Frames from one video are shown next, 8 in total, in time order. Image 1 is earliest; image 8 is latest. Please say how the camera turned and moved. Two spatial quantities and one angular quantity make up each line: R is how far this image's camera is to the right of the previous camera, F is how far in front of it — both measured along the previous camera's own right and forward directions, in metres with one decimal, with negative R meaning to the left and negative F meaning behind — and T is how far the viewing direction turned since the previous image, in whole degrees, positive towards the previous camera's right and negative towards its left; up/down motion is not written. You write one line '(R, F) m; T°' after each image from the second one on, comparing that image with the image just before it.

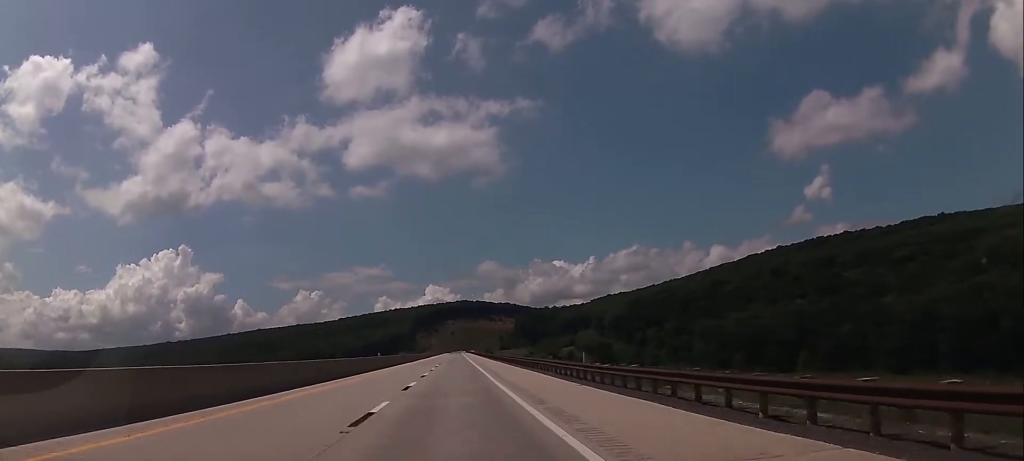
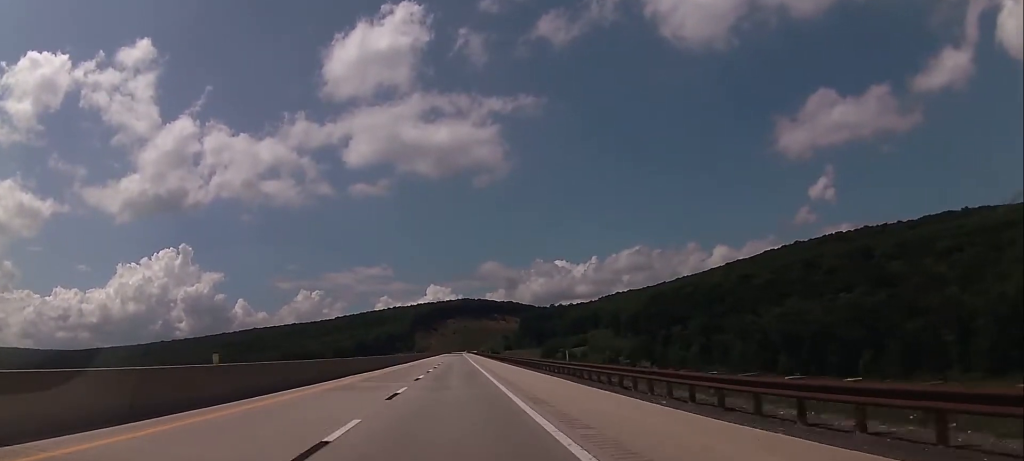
(-0.5, +41.6) m; -1°
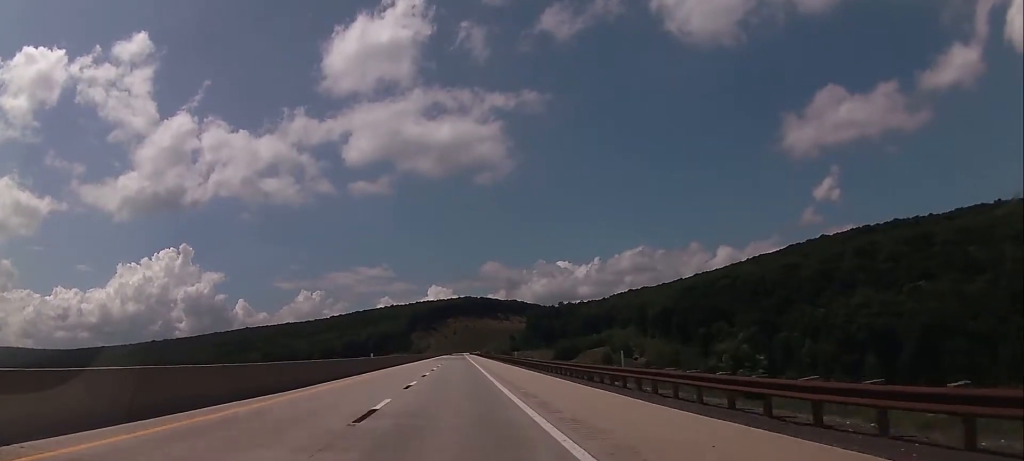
(+0.4, +55.7) m; +1°
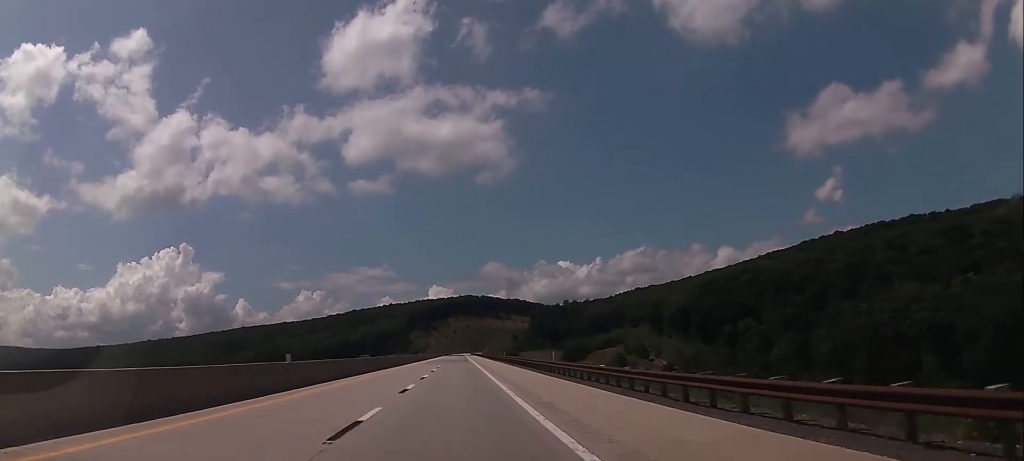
(0.0, +27.3) m; 0°
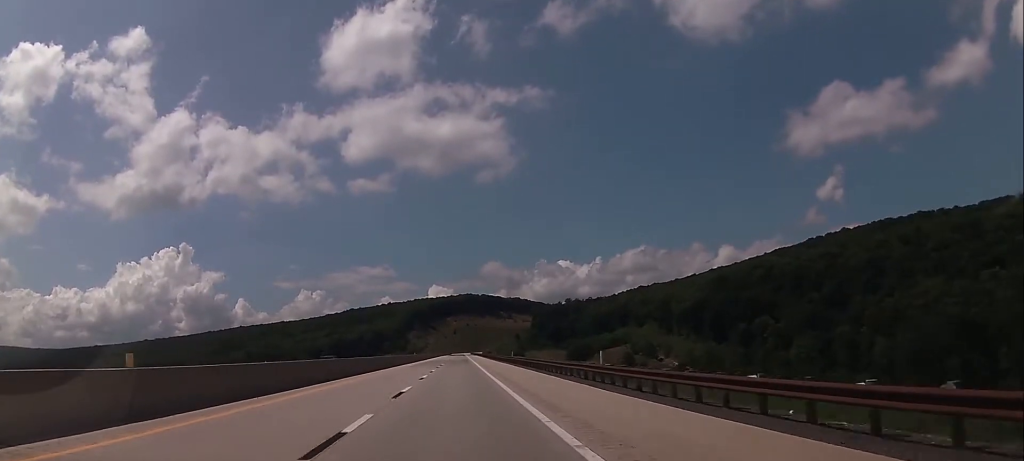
(0.0, +14.2) m; 0°
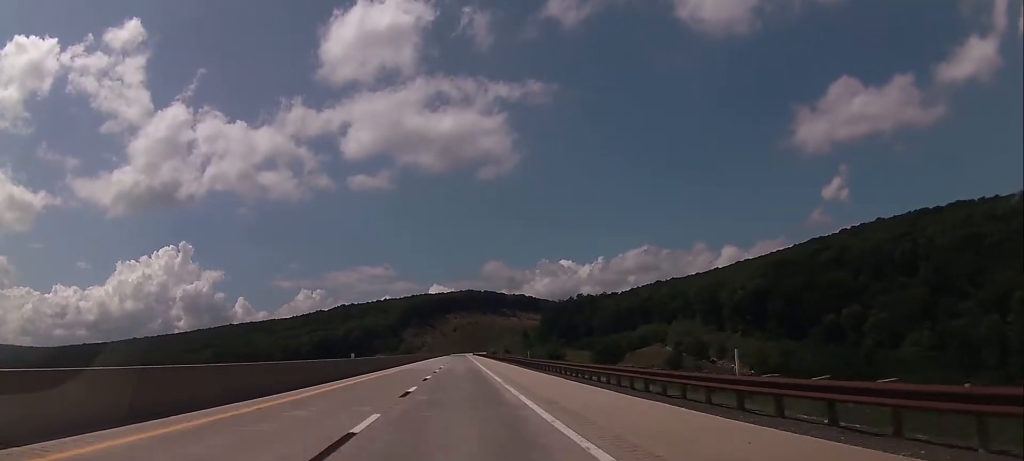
(-0.3, +61.2) m; -1°
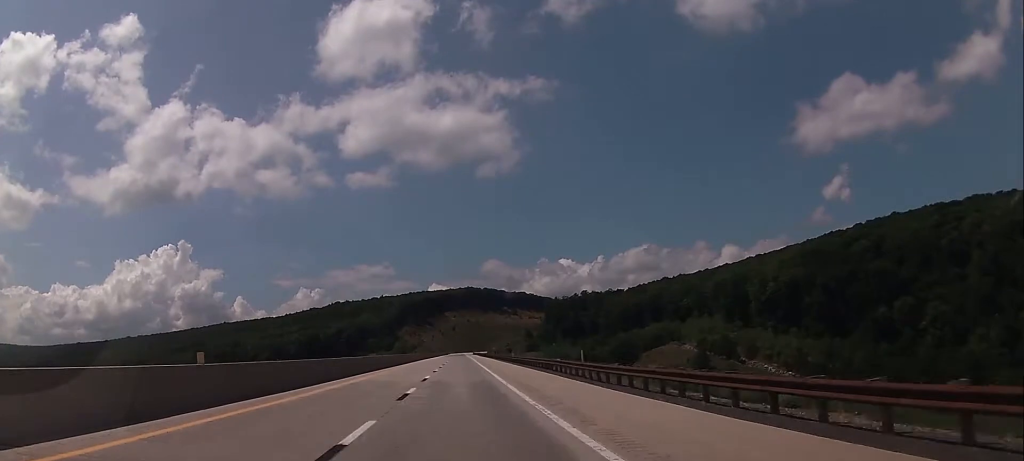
(-0.1, +26.2) m; 0°
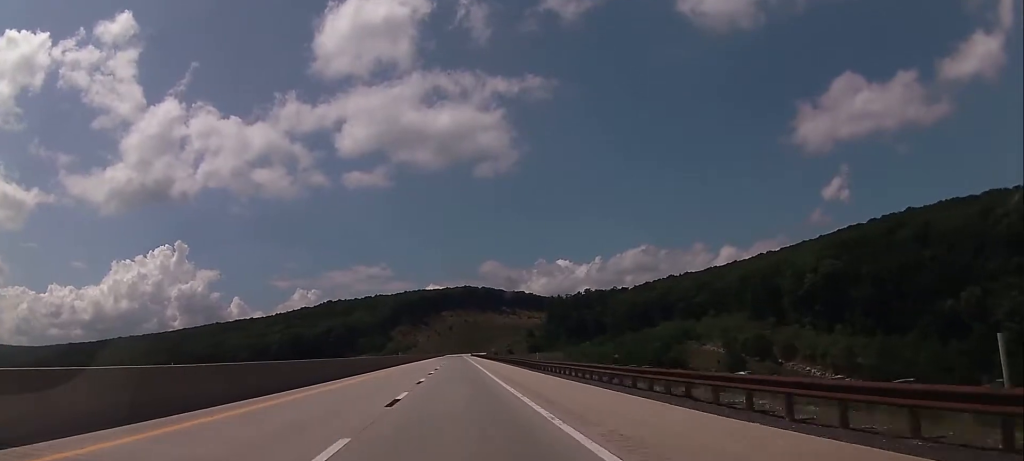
(0.0, +27.3) m; 0°
